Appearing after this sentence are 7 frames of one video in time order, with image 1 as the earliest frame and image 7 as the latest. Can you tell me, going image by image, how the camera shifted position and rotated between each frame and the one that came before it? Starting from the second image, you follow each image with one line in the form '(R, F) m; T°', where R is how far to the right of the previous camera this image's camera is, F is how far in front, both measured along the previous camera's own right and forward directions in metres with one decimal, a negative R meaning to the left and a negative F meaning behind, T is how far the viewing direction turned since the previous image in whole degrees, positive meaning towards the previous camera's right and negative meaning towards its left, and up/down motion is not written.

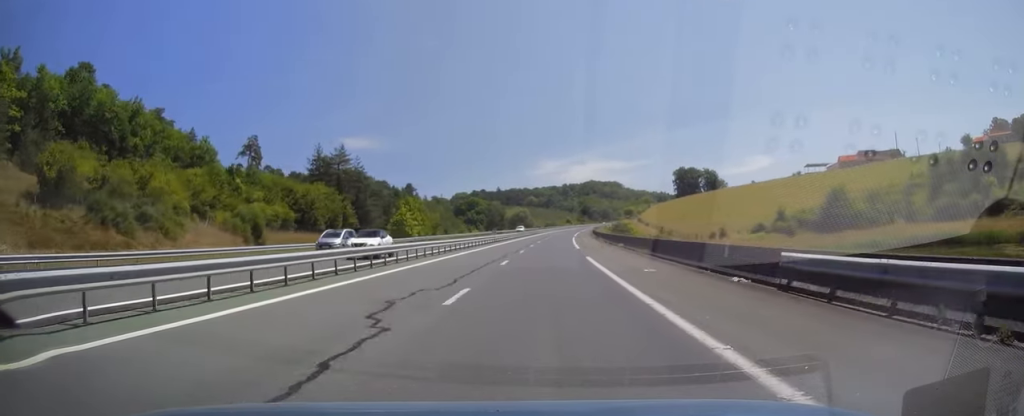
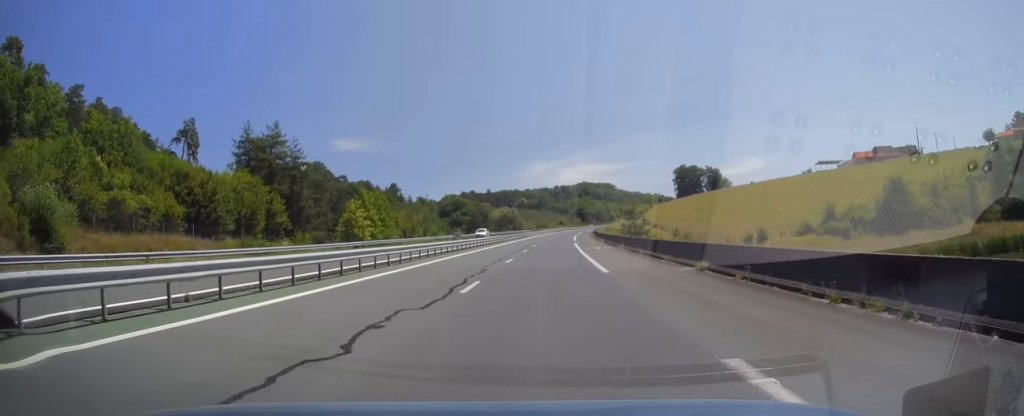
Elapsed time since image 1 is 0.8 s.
(+0.2, +23.4) m; +1°
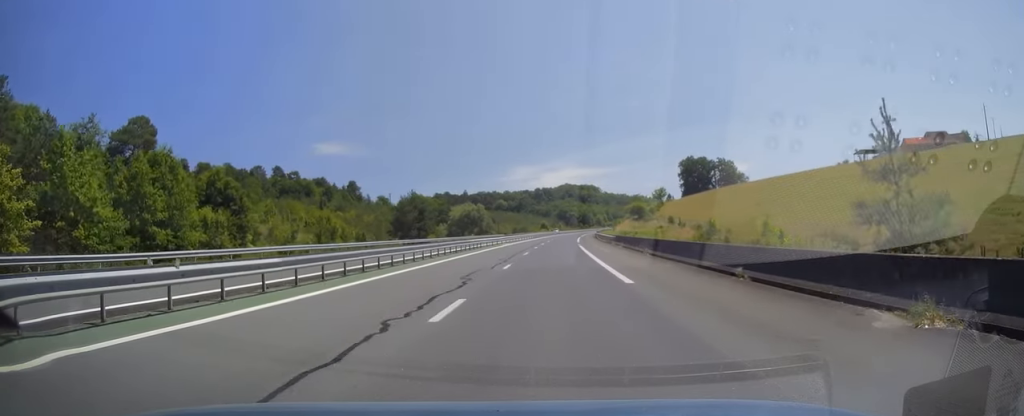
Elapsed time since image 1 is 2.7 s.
(+1.5, +55.9) m; +2°
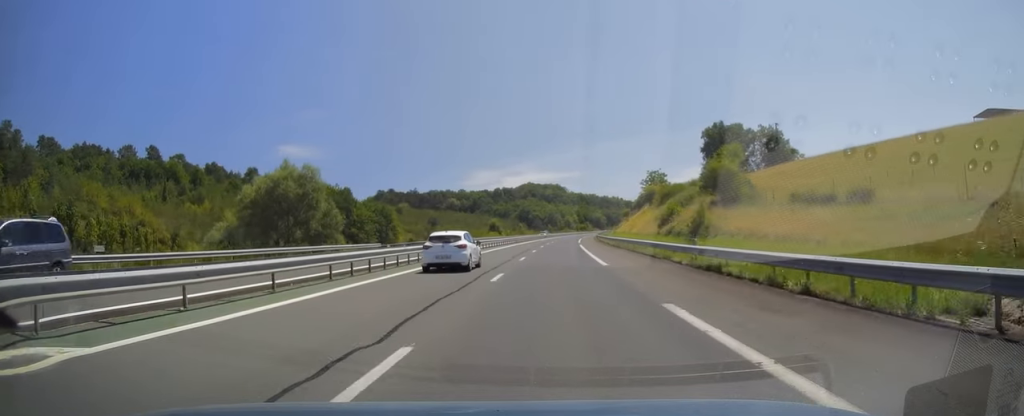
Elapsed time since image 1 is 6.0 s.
(+2.8, +95.0) m; +3°
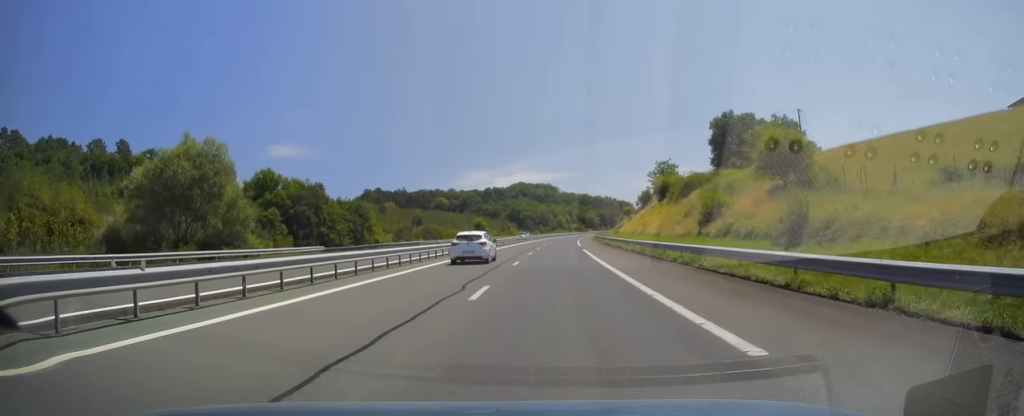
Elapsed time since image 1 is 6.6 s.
(0.0, +17.4) m; +1°
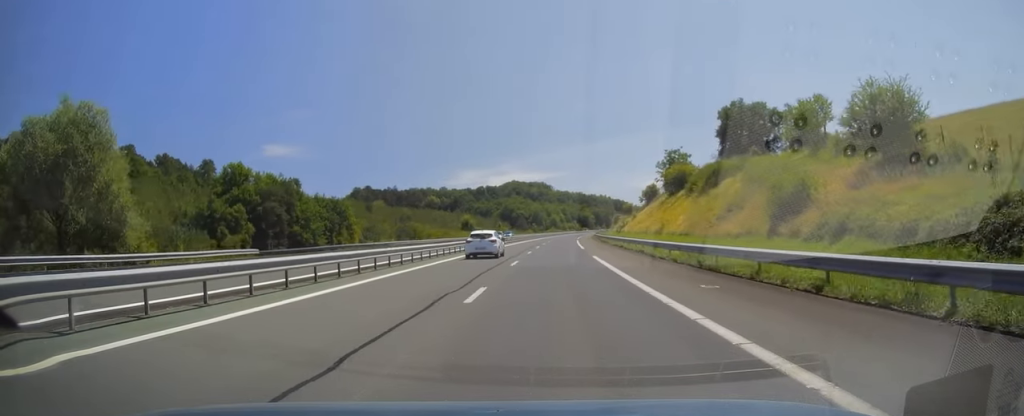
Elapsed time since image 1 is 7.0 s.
(+0.2, +13.6) m; 0°
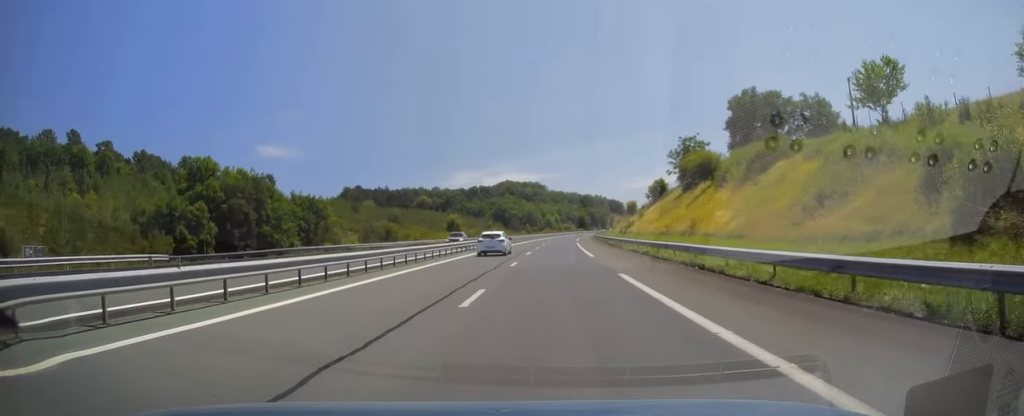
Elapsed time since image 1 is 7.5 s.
(+0.1, +13.1) m; 0°
